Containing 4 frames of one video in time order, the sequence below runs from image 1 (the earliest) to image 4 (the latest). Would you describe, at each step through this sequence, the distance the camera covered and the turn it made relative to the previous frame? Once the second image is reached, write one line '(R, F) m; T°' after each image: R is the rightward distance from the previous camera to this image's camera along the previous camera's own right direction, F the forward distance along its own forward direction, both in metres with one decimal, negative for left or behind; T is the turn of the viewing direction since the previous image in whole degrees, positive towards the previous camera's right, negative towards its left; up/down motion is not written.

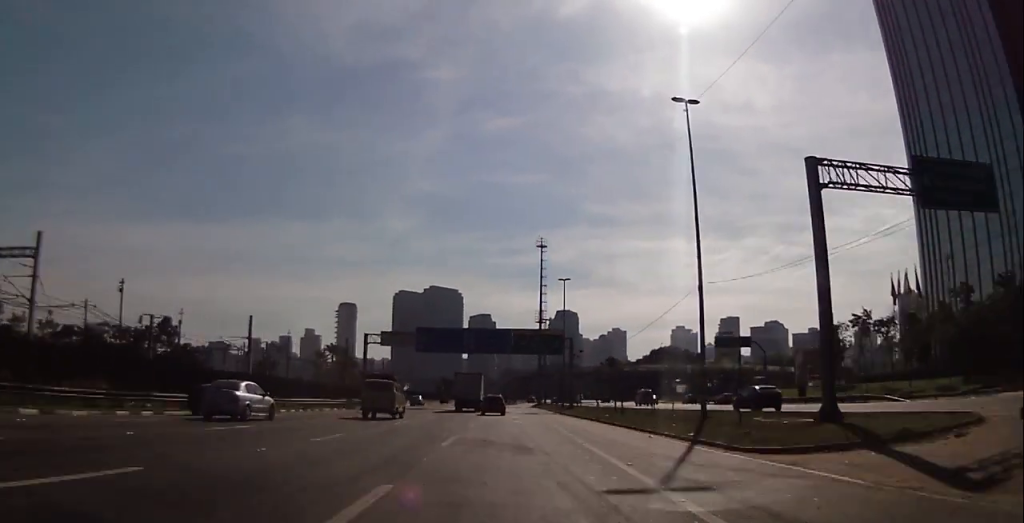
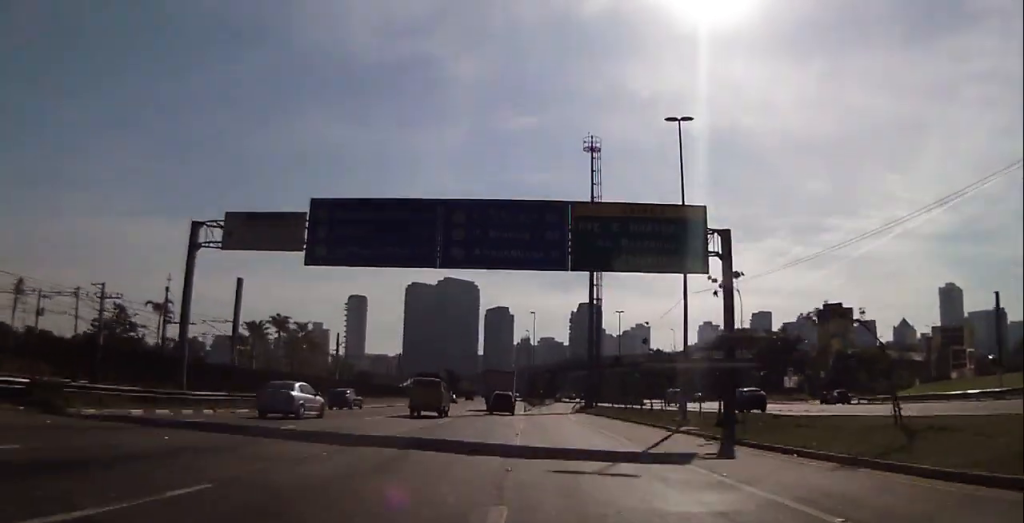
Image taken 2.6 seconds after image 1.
(-0.3, +50.1) m; 0°
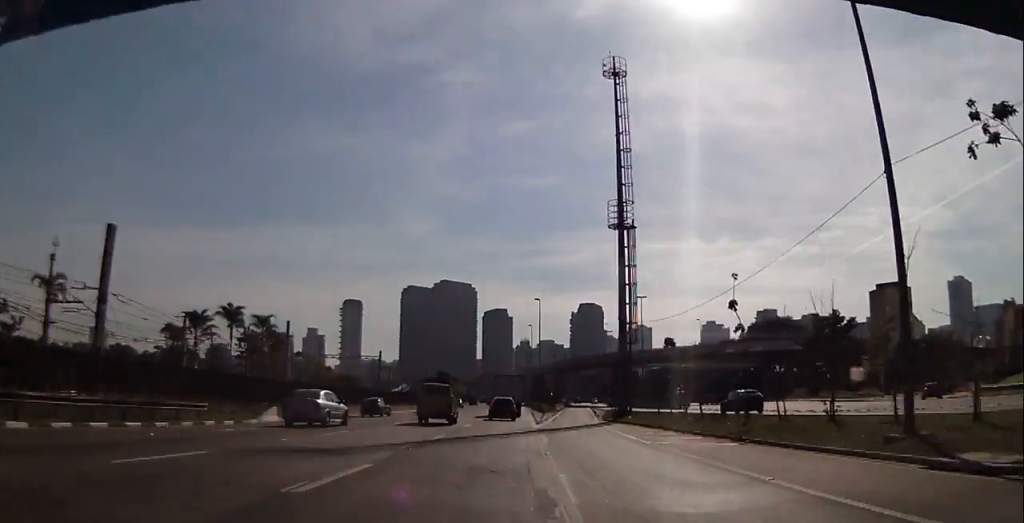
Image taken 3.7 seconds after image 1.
(+0.3, +20.1) m; +1°
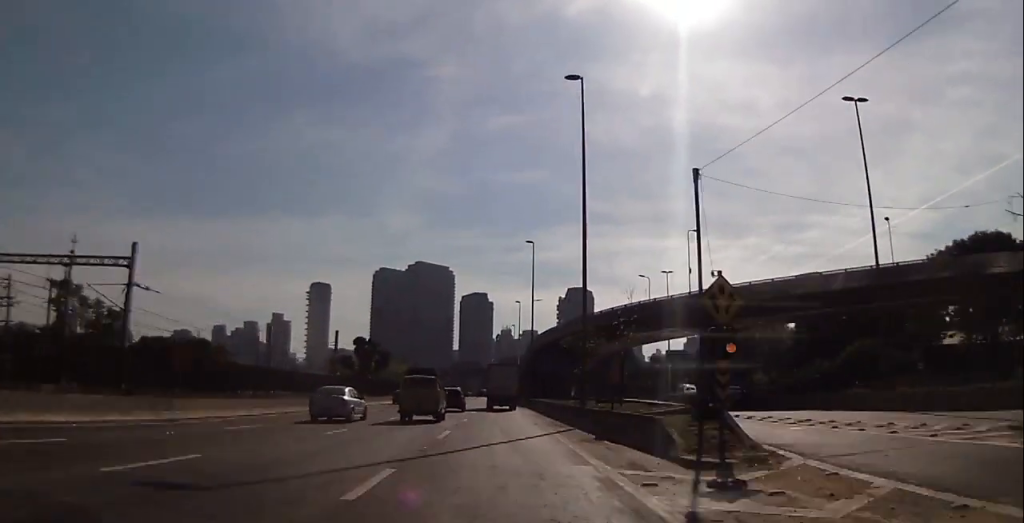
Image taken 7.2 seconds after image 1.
(+1.0, +68.2) m; +1°
